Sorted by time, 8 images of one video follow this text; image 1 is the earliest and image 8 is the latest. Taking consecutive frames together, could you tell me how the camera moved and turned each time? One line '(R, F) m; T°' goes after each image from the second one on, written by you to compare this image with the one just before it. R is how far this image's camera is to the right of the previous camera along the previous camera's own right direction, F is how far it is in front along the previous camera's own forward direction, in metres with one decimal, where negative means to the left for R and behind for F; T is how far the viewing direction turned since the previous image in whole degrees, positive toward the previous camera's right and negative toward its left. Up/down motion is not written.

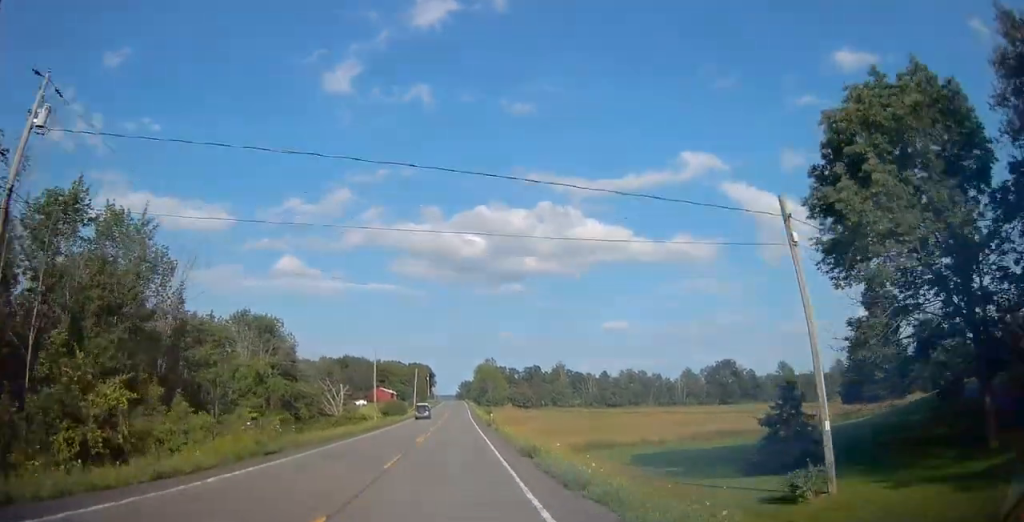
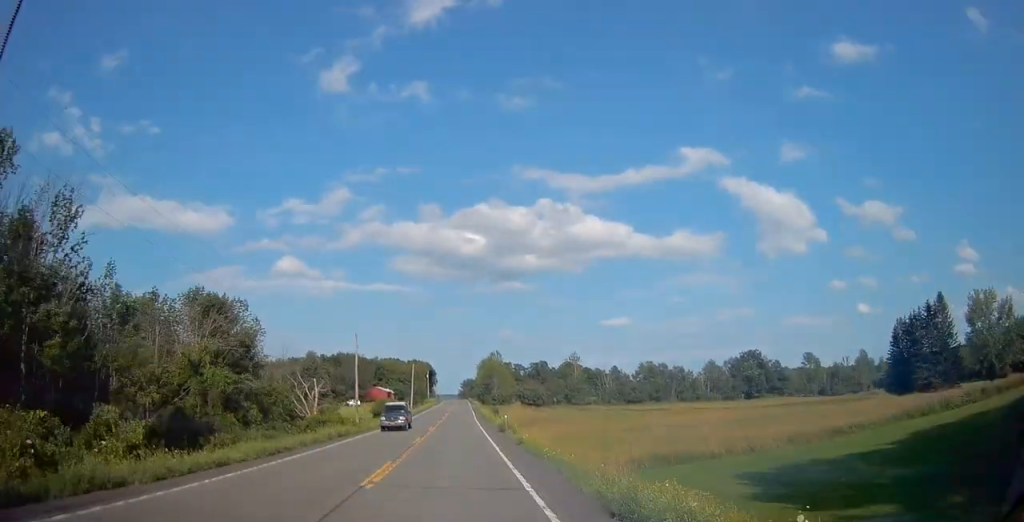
(0.0, +13.5) m; 0°
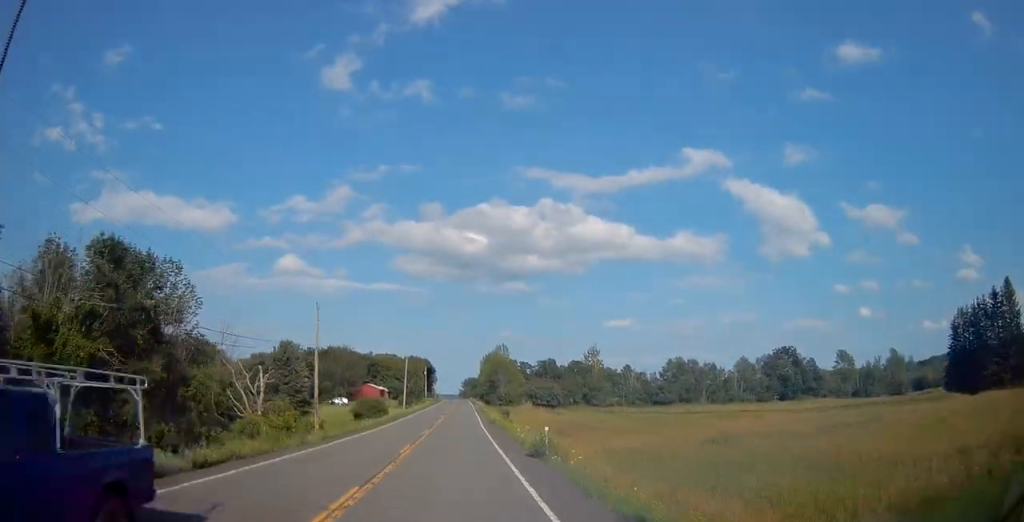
(0.0, +16.8) m; 0°
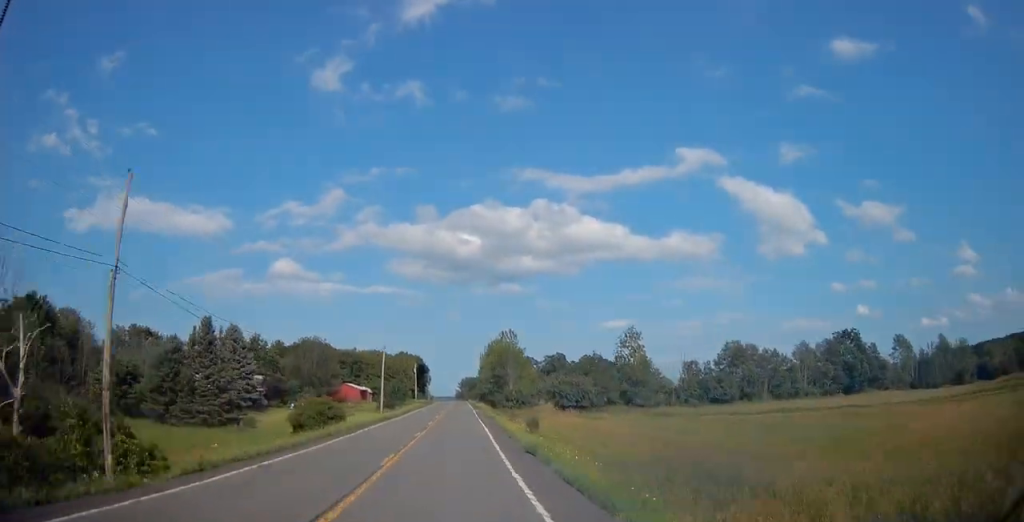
(0.0, +26.0) m; -1°
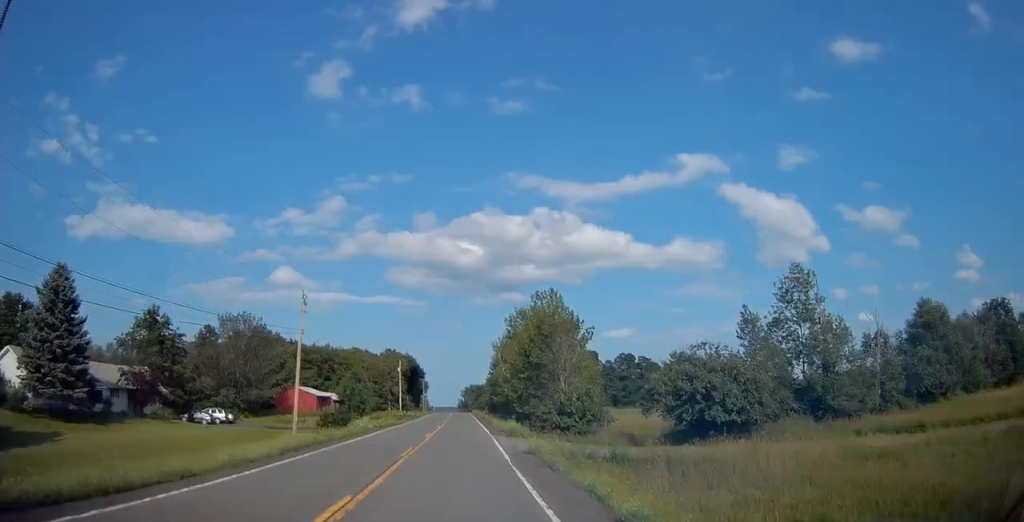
(-0.2, +43.5) m; 0°
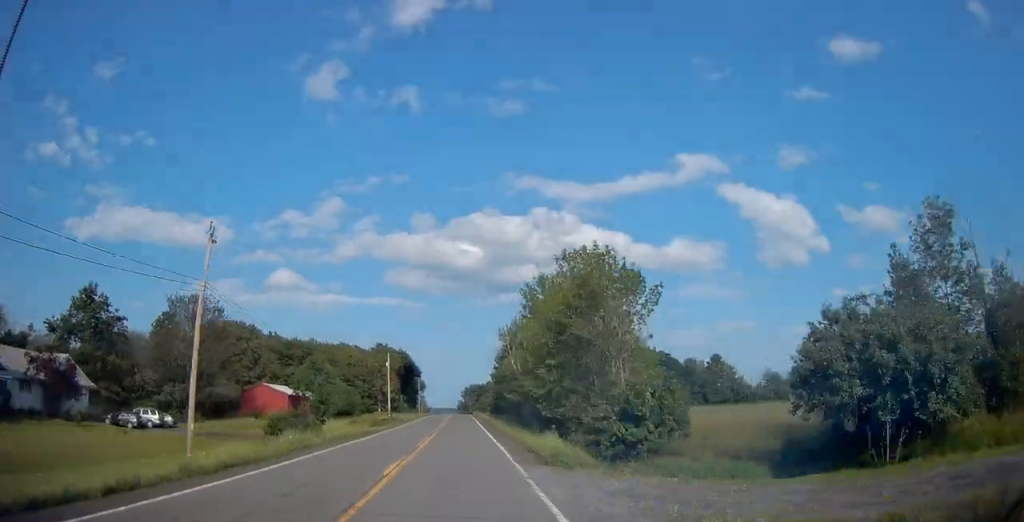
(+0.1, +15.8) m; 0°
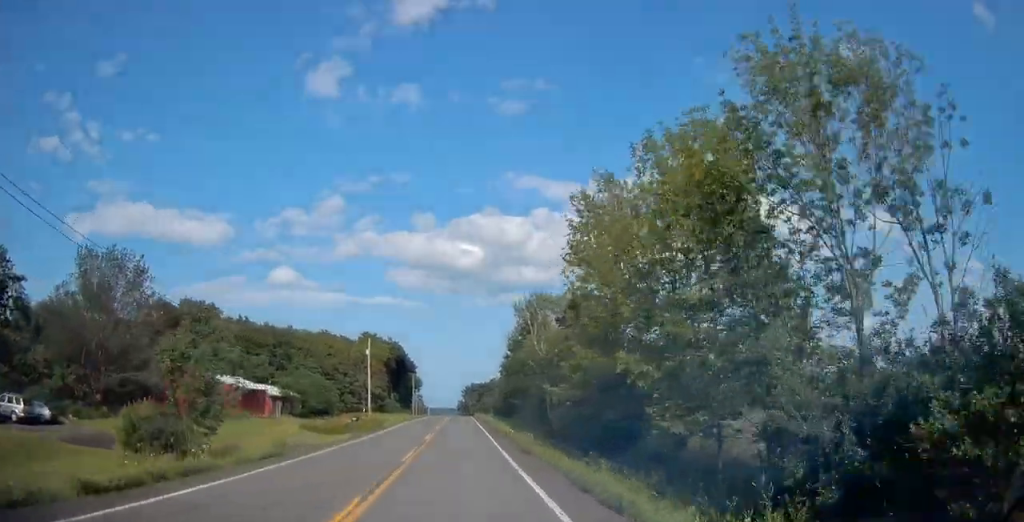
(0.0, +19.5) m; 0°
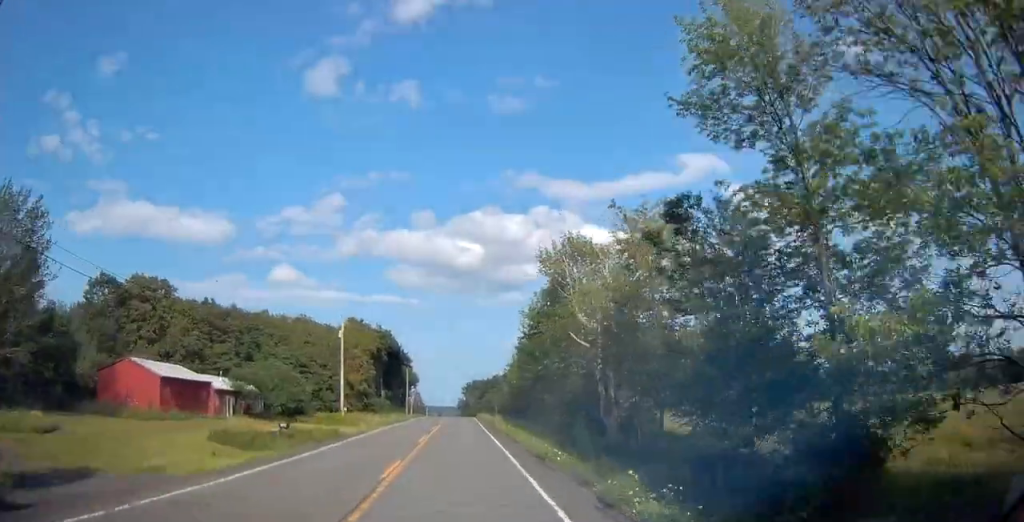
(+0.1, +16.4) m; -1°
